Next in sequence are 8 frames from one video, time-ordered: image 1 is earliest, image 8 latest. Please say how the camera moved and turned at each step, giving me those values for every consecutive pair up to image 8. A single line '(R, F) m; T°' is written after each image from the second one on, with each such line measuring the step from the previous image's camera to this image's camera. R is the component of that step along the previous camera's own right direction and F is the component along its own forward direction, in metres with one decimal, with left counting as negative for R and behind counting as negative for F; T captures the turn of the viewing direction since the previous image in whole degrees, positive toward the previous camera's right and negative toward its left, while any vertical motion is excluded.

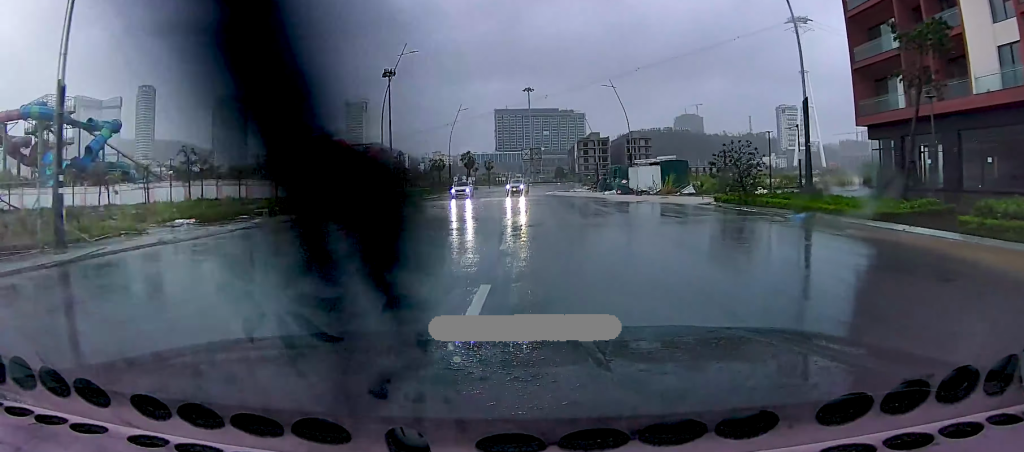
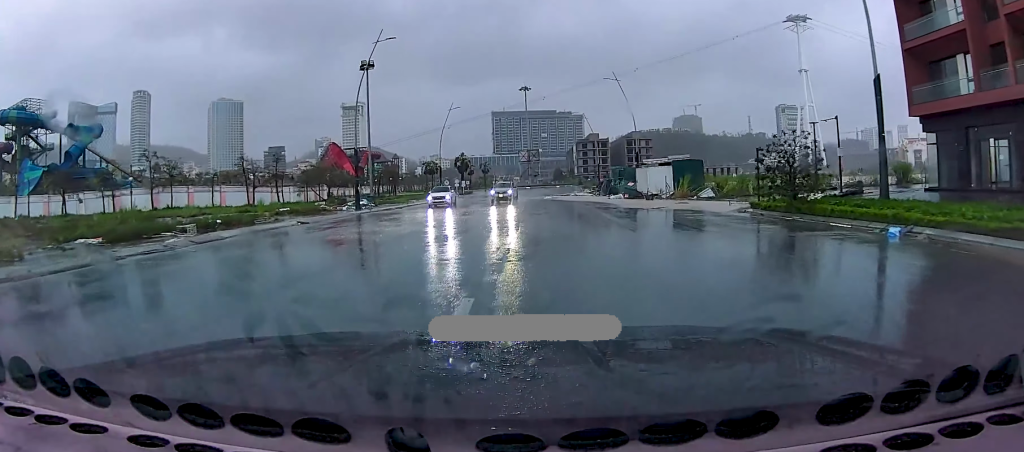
(0.0, +6.9) m; 0°
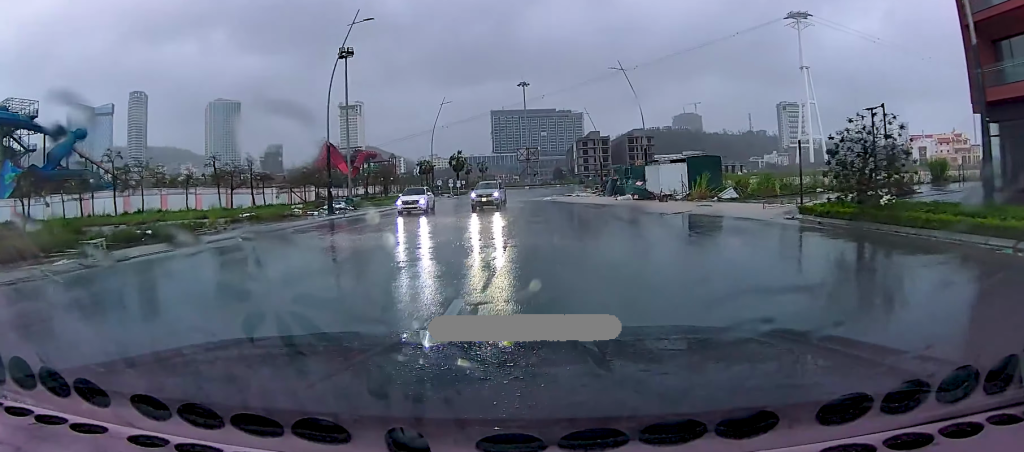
(0.0, +6.0) m; 0°
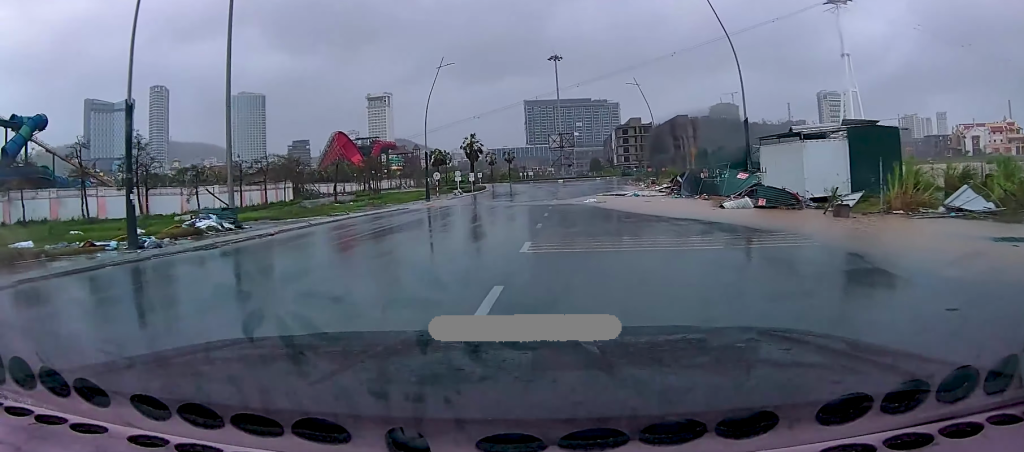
(-0.2, +23.8) m; -5°
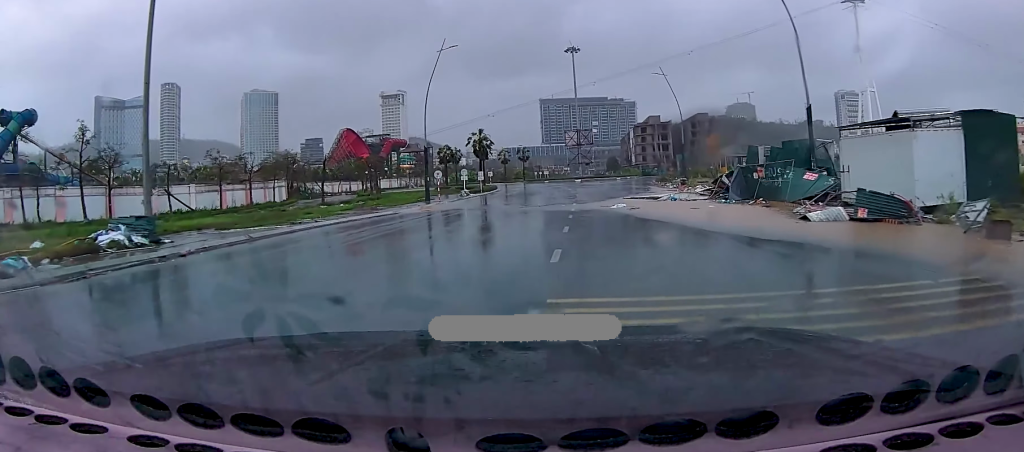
(-0.6, +7.5) m; 0°
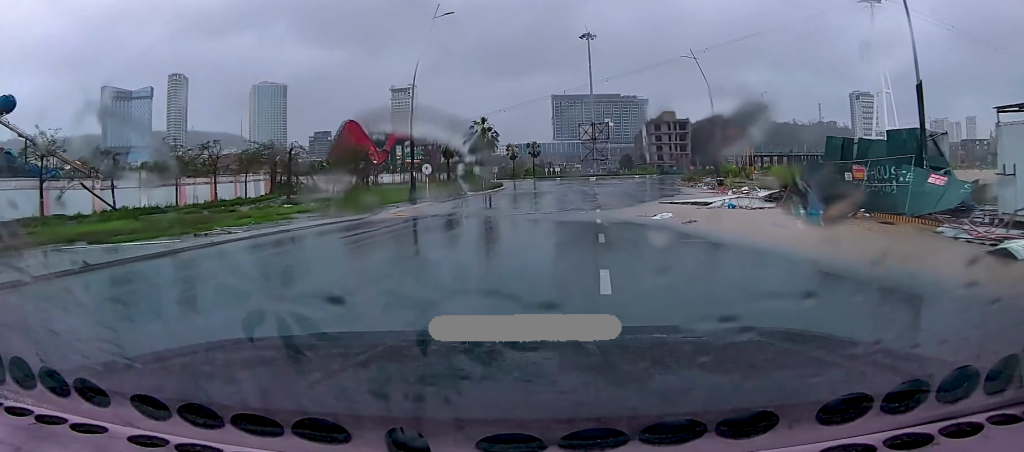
(+0.5, +9.3) m; 0°
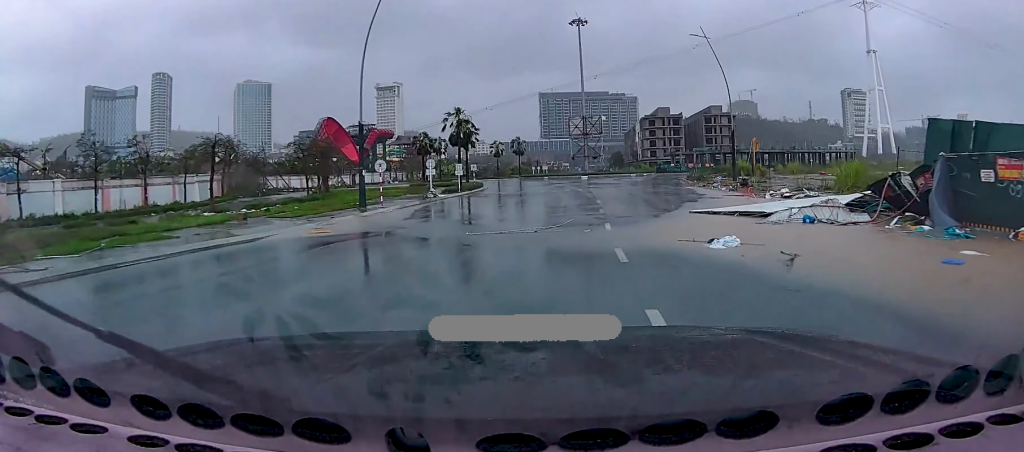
(-0.3, +9.0) m; +3°
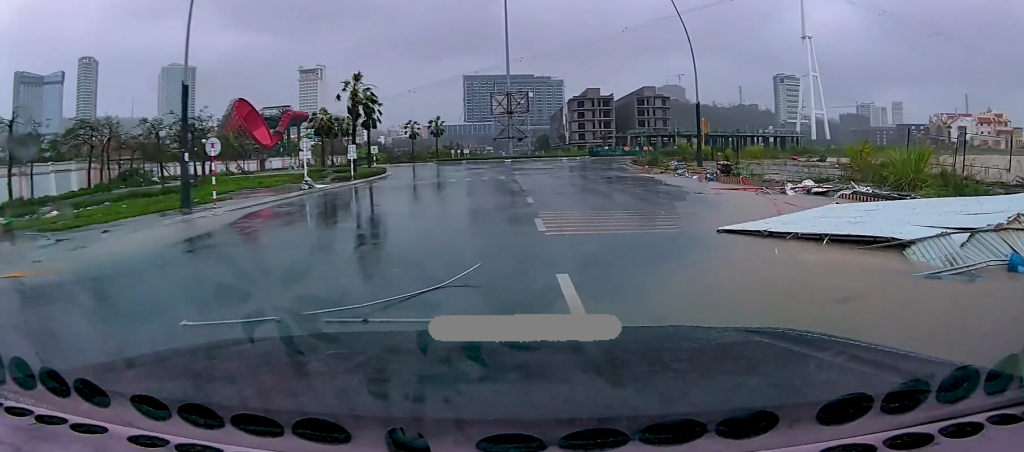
(+1.2, +11.8) m; +12°
